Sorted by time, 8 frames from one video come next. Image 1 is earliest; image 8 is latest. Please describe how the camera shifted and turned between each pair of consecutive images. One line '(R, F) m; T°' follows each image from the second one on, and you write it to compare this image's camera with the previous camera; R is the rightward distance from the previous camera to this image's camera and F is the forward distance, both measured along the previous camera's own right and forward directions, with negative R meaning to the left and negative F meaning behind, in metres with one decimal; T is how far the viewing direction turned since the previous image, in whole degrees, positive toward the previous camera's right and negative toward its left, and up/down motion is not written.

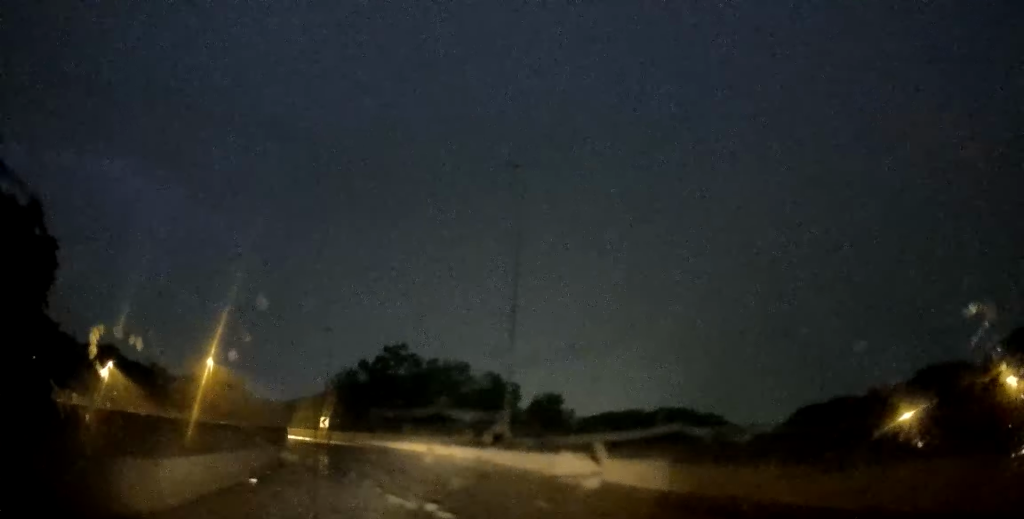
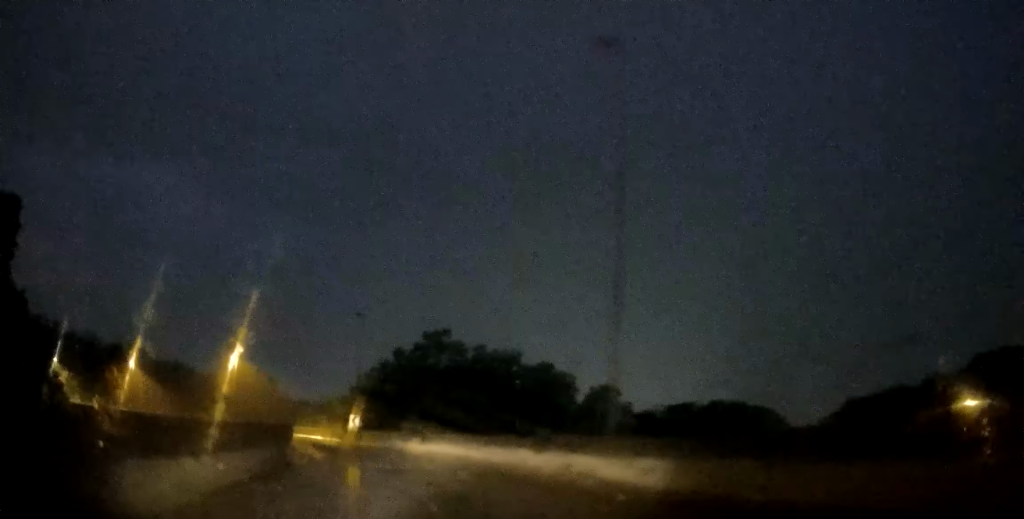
(-0.2, +7.6) m; -4°
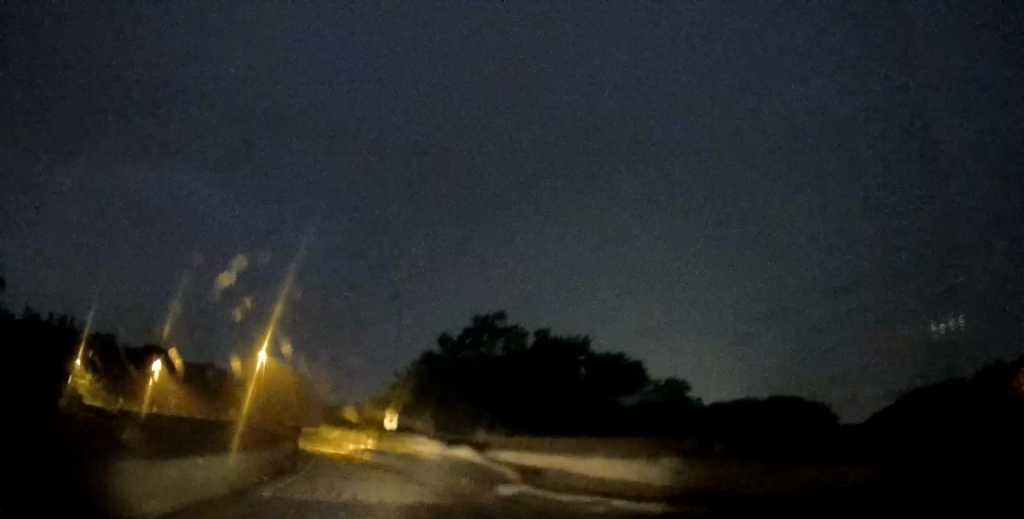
(-0.2, +8.1) m; -5°
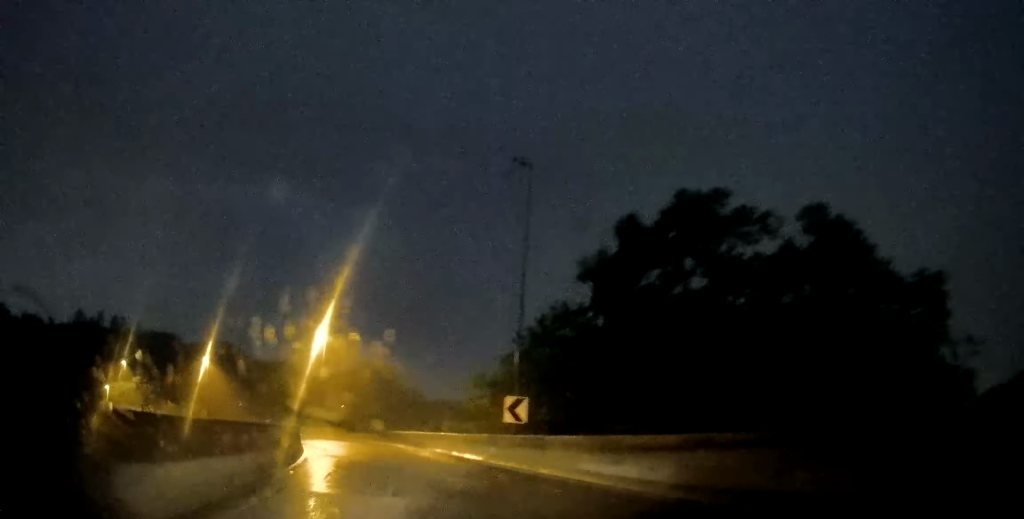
(-2.5, +21.7) m; -12°
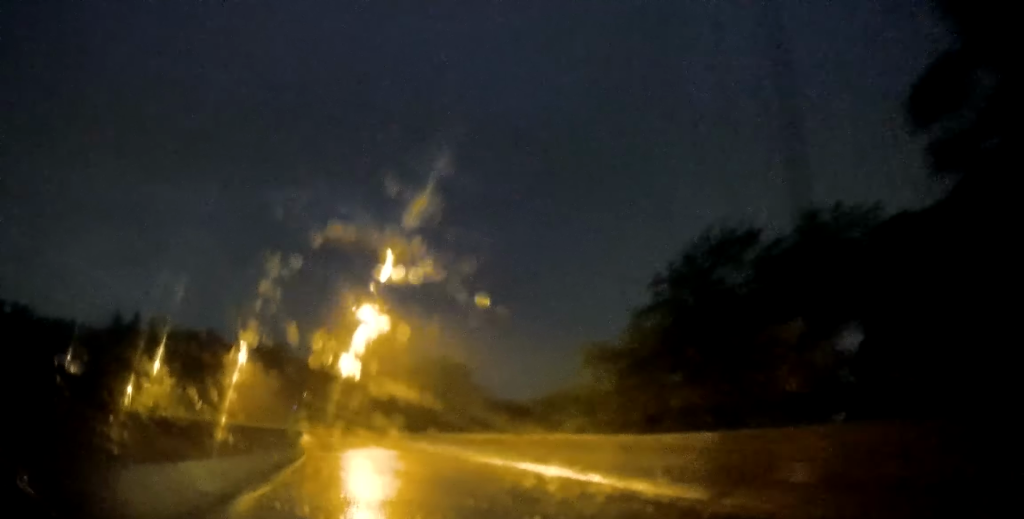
(-0.5, +13.8) m; -8°
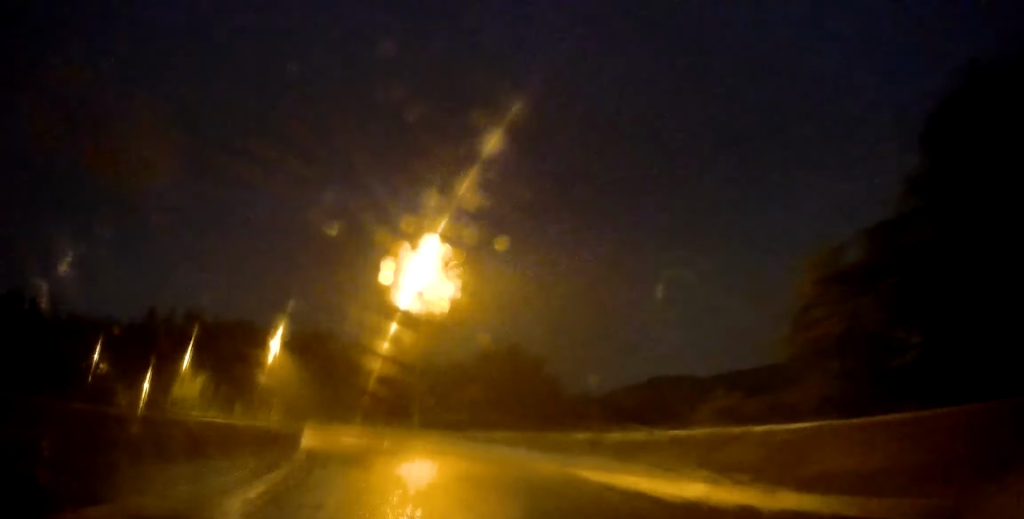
(-1.0, +12.5) m; -7°
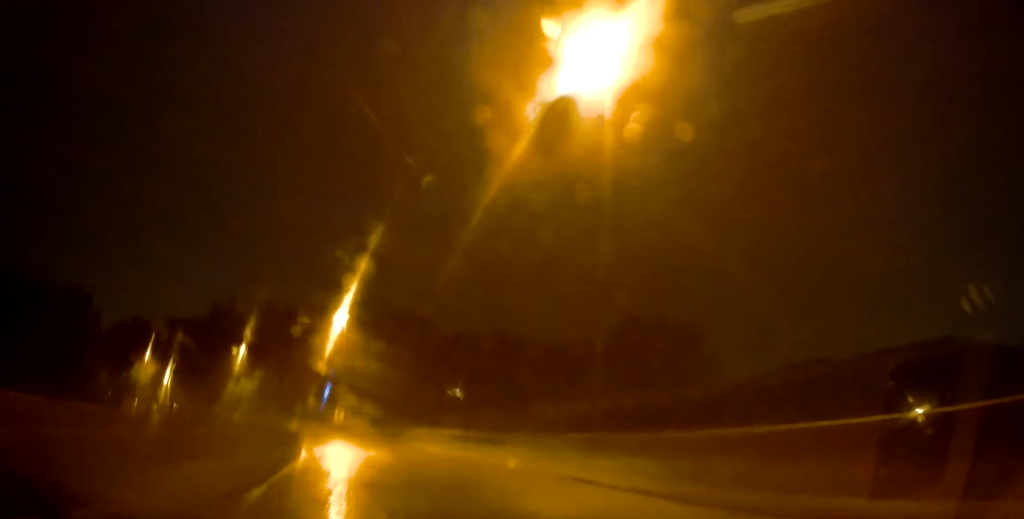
(-1.8, +22.6) m; -10°
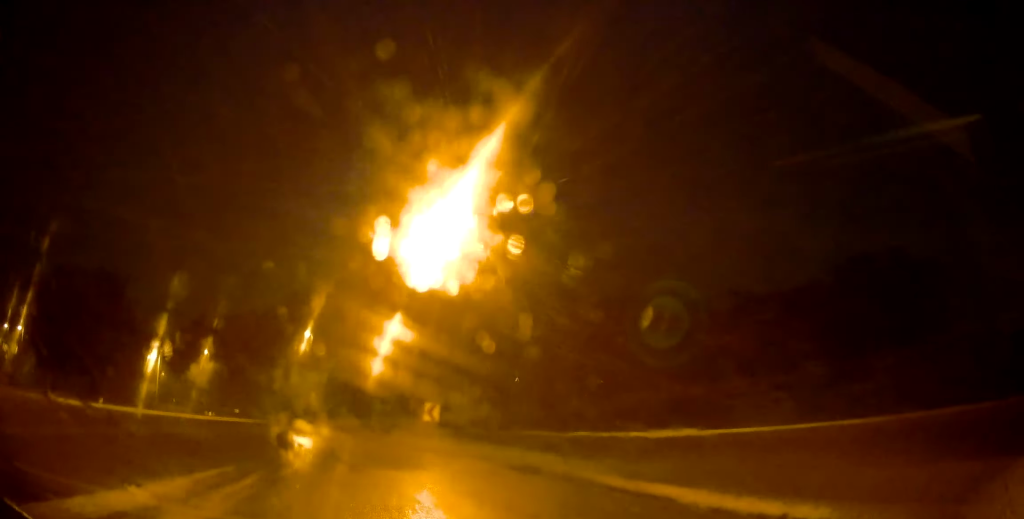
(-2.6, +25.3) m; -13°
